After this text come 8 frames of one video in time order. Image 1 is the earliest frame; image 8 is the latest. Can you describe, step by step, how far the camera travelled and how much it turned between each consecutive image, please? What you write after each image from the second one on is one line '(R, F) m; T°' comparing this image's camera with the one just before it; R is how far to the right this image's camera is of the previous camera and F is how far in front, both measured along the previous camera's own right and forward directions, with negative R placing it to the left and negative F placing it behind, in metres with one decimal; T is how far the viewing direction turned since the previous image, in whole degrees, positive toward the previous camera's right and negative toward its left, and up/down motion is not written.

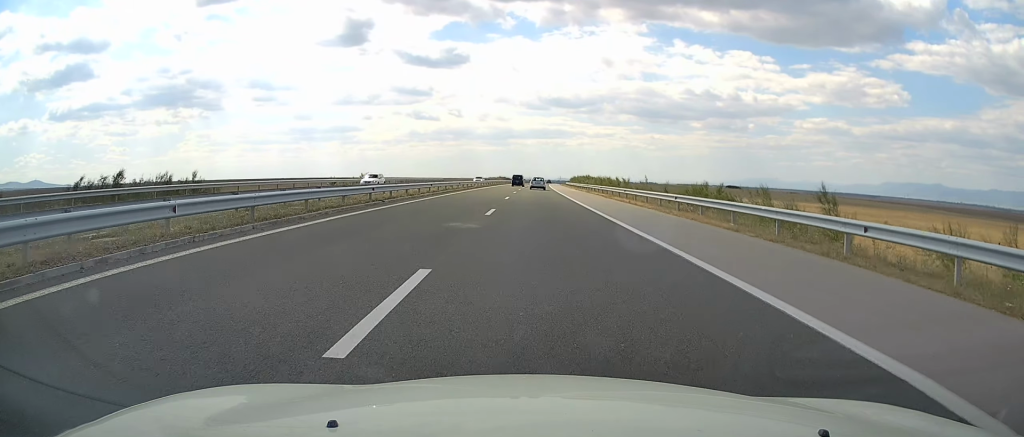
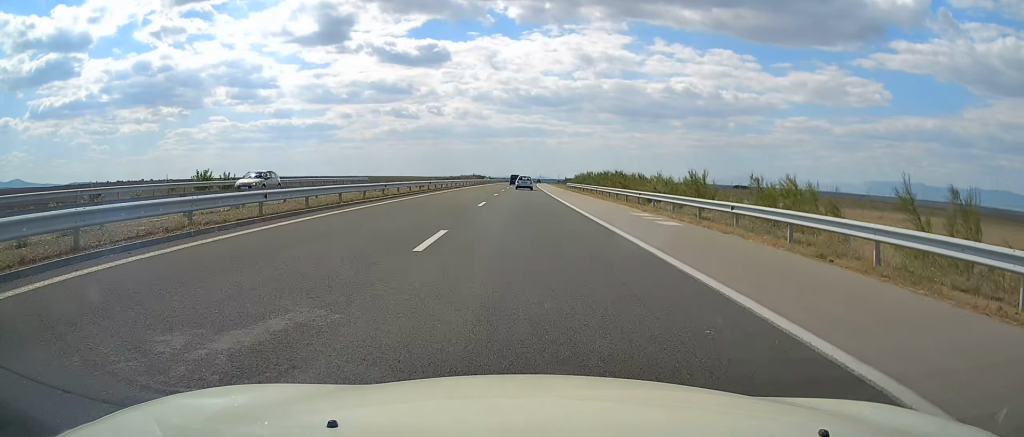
(+0.7, +57.9) m; +1°
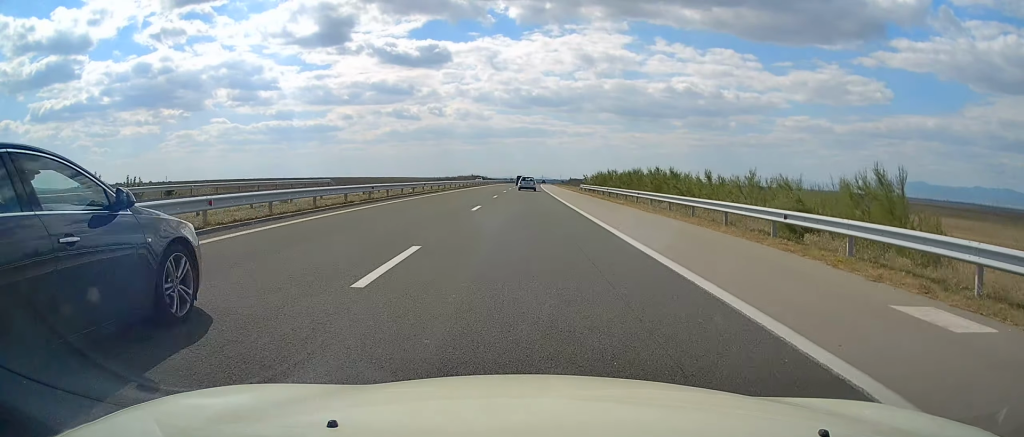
(0.0, +19.1) m; 0°
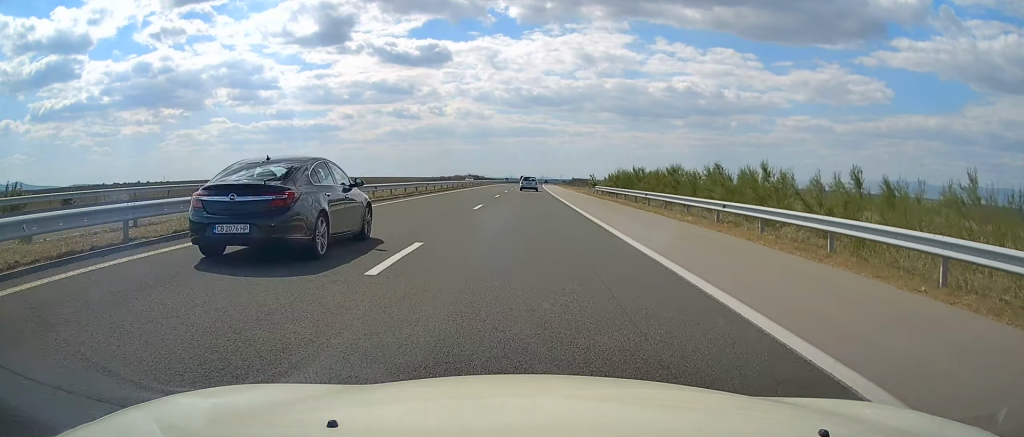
(0.0, +15.1) m; 0°
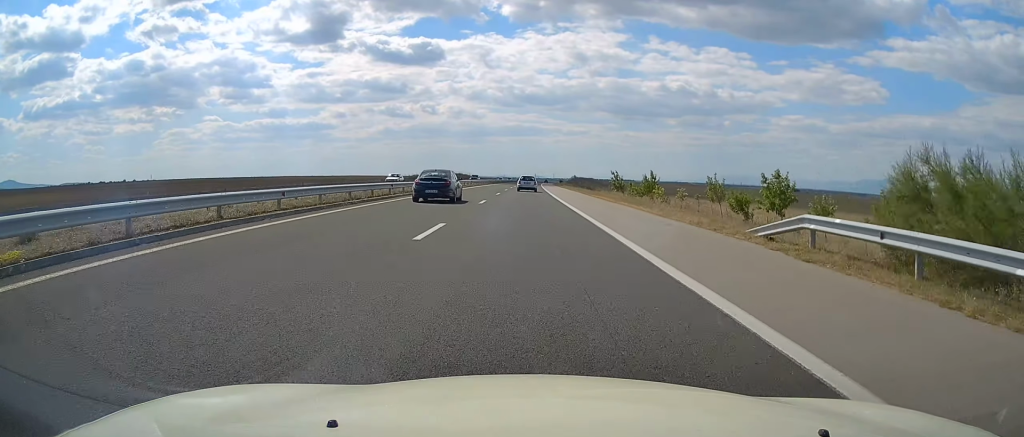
(0.0, +43.4) m; 0°
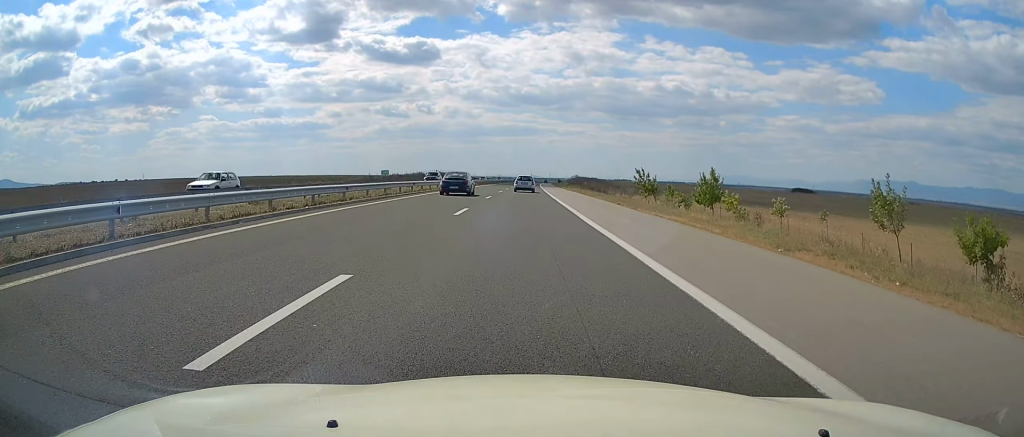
(+0.2, +24.3) m; 0°
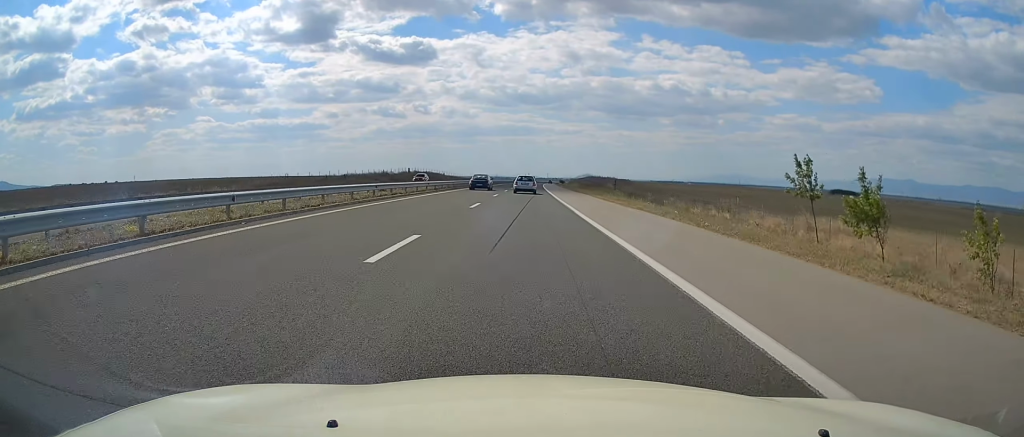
(+0.2, +42.7) m; +1°
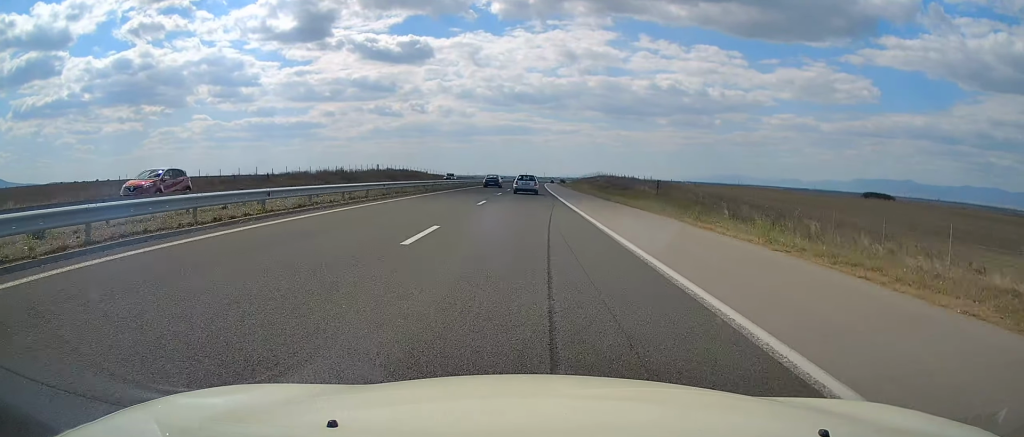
(+0.4, +29.7) m; 0°
